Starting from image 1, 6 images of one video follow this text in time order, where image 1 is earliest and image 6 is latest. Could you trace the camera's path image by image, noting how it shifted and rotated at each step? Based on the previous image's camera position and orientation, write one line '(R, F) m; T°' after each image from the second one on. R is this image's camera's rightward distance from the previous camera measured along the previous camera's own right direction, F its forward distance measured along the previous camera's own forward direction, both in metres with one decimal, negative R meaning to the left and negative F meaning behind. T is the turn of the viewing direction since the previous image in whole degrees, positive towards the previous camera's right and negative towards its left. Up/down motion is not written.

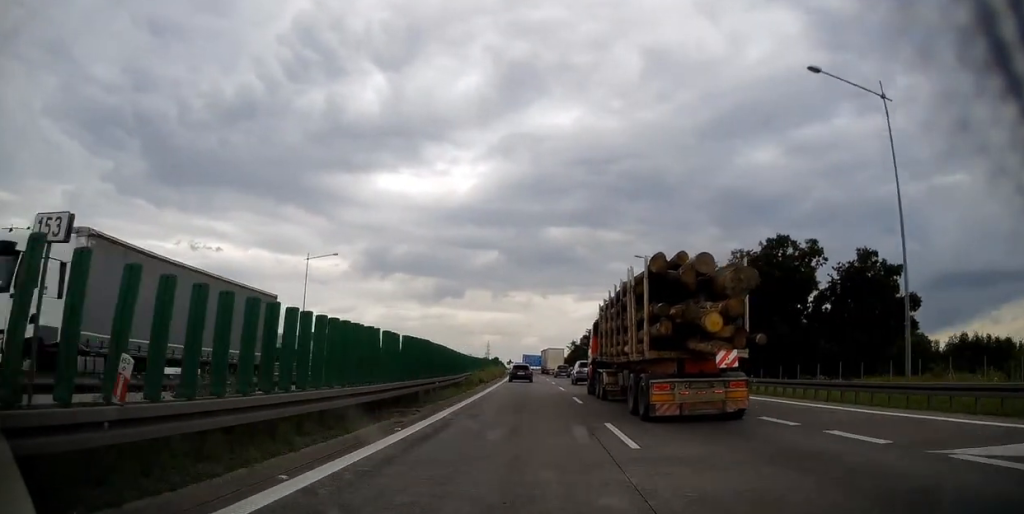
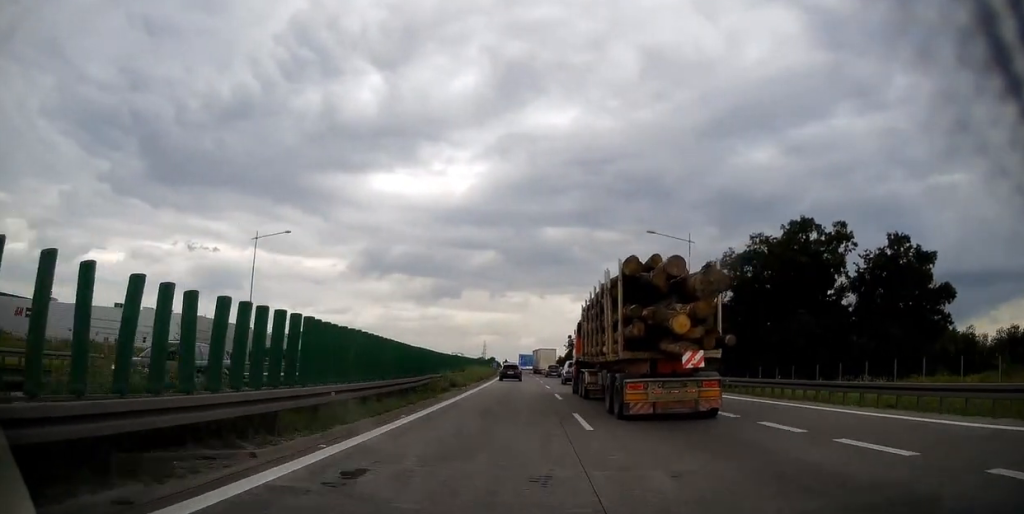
(+0.1, +9.3) m; 0°
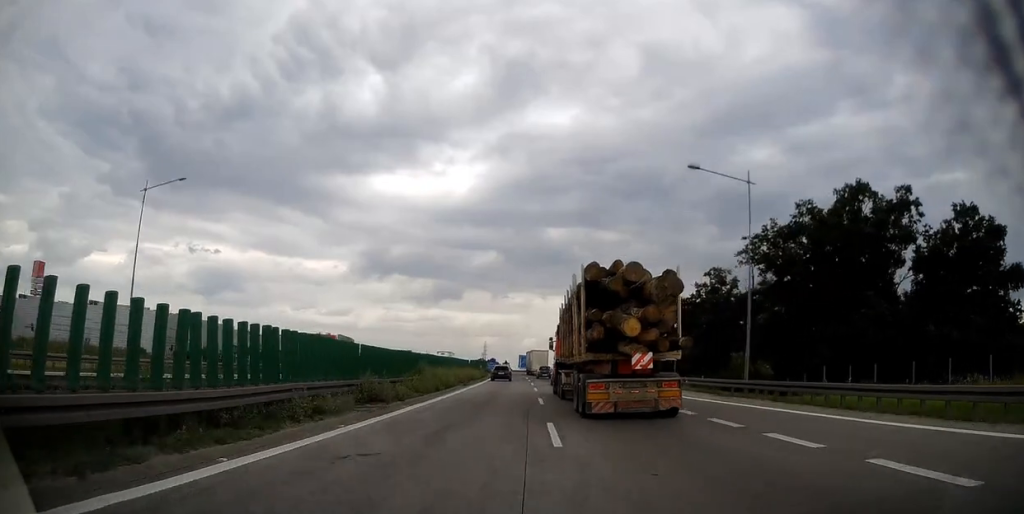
(-0.3, +14.3) m; -1°
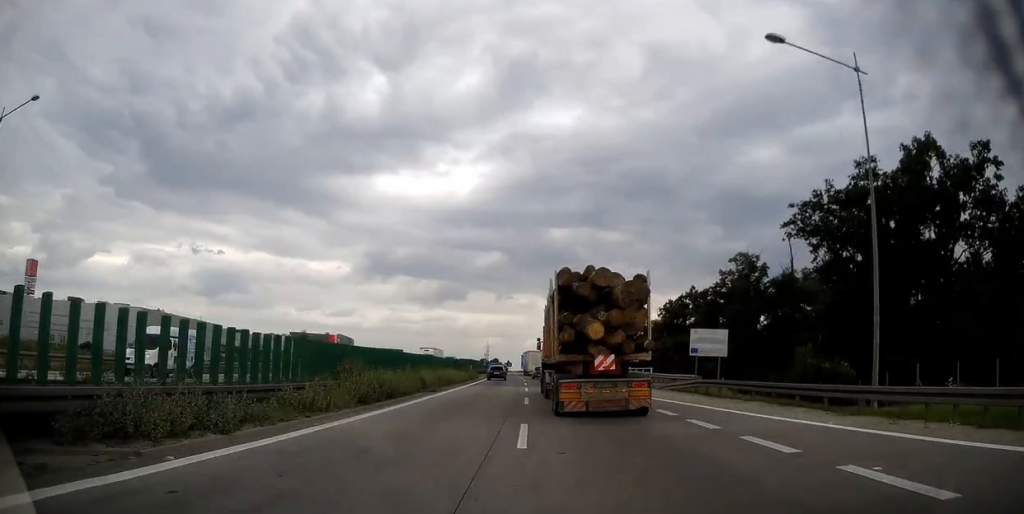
(0.0, +12.1) m; 0°
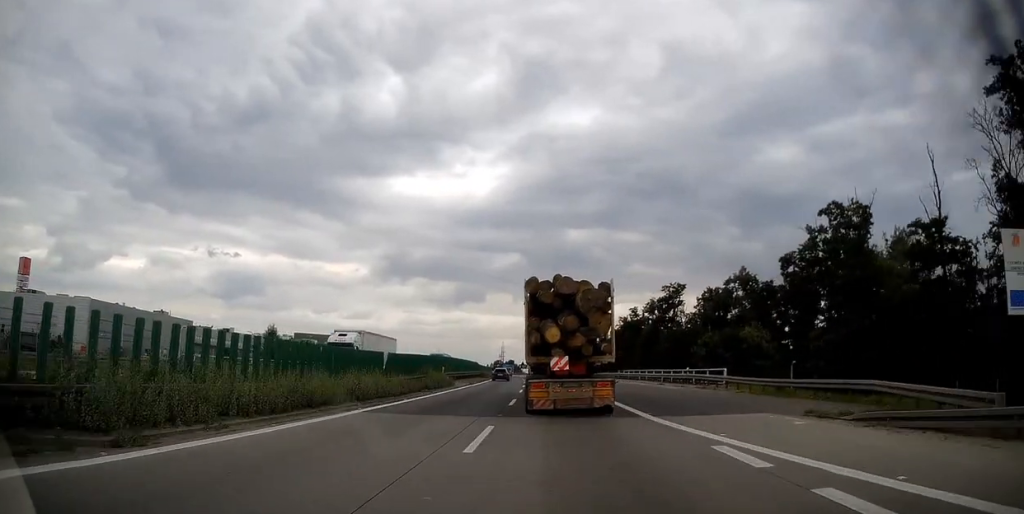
(0.0, +24.8) m; -1°
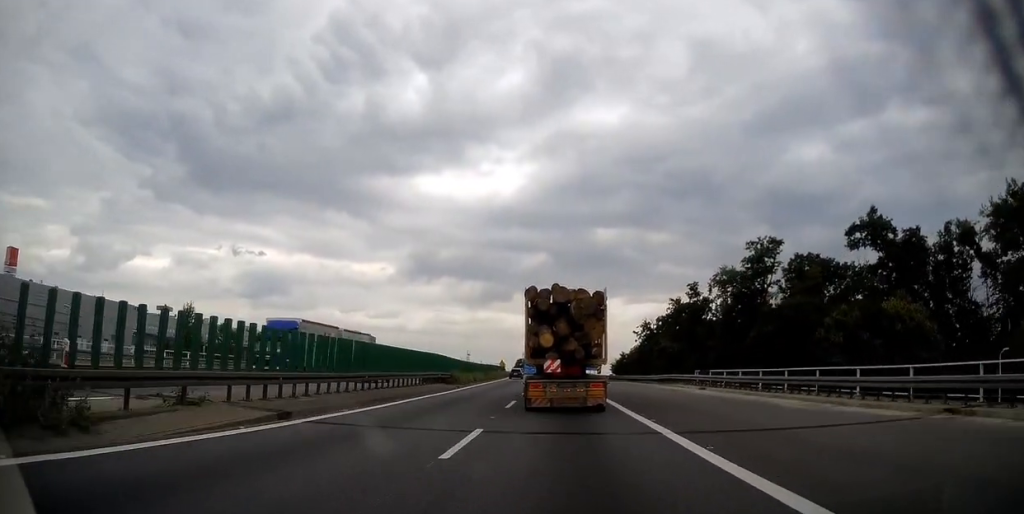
(-1.1, +37.6) m; -3°
